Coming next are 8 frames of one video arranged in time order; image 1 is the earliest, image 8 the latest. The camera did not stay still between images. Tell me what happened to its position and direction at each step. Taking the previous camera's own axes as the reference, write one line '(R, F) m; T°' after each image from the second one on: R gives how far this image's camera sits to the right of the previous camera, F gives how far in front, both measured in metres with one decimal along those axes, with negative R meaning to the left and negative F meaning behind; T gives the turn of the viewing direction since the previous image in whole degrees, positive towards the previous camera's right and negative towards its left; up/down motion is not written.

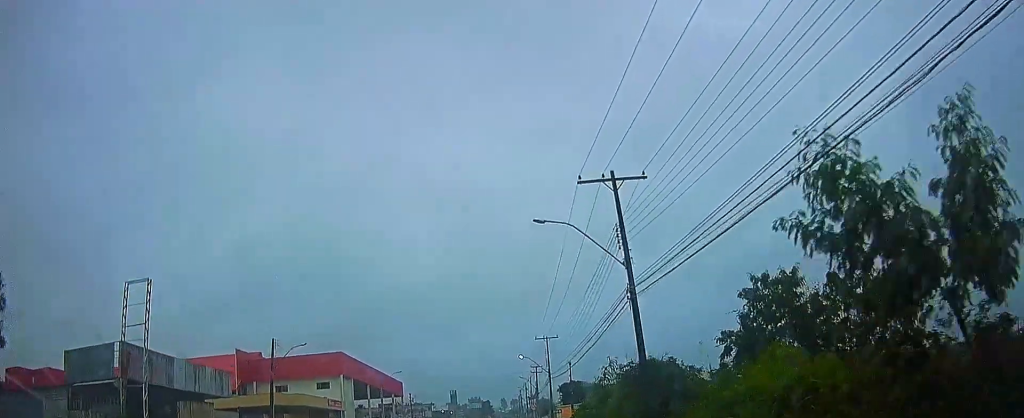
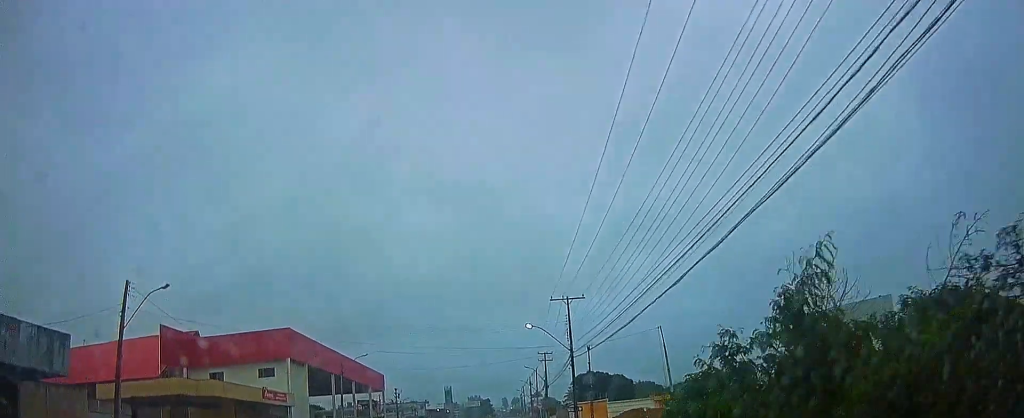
(-0.1, +21.5) m; -1°
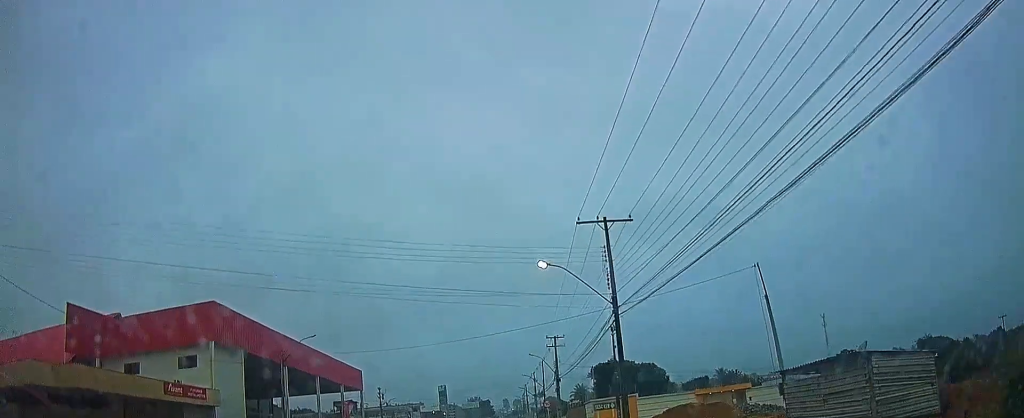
(-0.1, +17.7) m; 0°
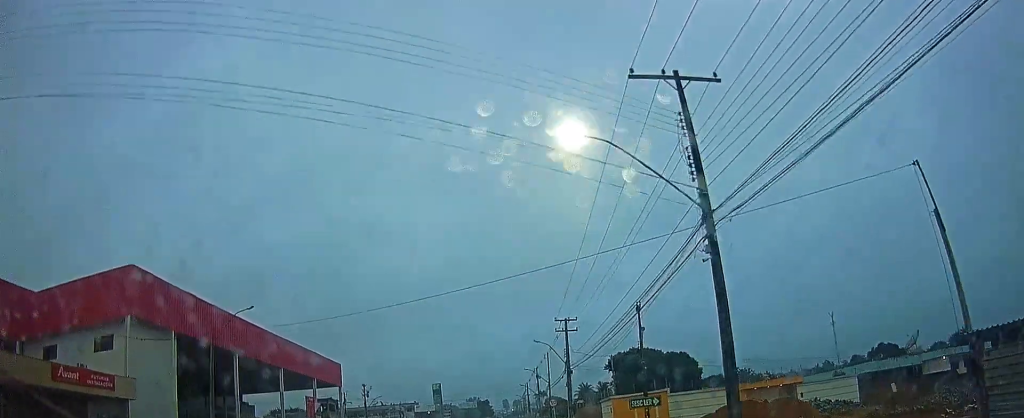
(+0.3, +12.0) m; -1°
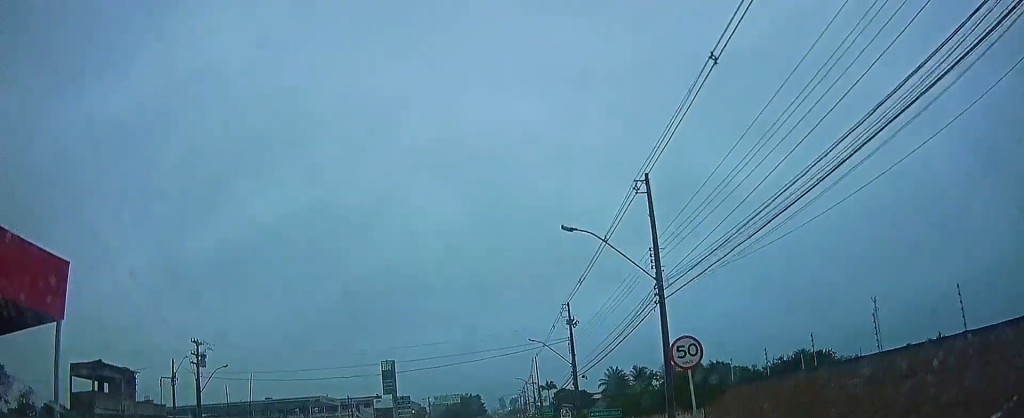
(+0.5, +56.2) m; +1°
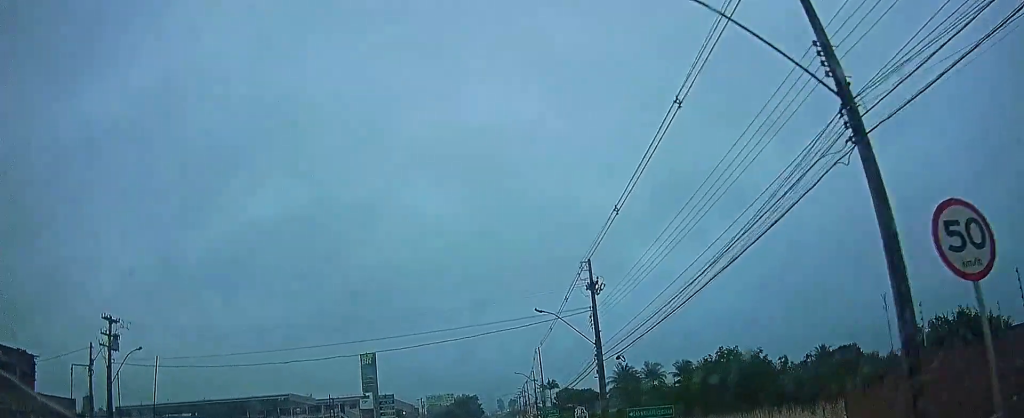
(-0.1, +12.3) m; -1°
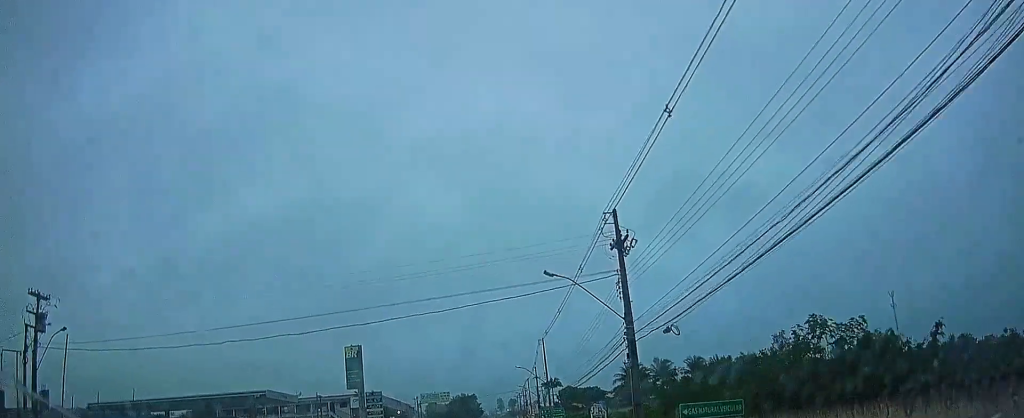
(0.0, +7.7) m; -1°
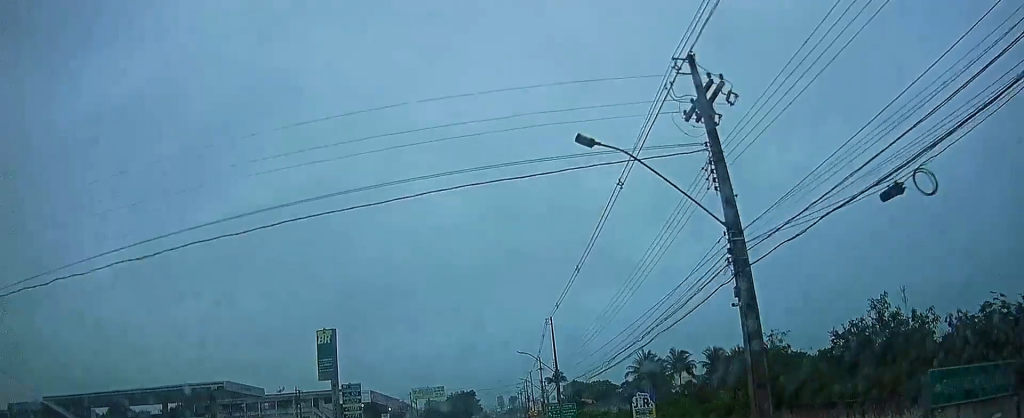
(-0.1, +10.9) m; -1°
